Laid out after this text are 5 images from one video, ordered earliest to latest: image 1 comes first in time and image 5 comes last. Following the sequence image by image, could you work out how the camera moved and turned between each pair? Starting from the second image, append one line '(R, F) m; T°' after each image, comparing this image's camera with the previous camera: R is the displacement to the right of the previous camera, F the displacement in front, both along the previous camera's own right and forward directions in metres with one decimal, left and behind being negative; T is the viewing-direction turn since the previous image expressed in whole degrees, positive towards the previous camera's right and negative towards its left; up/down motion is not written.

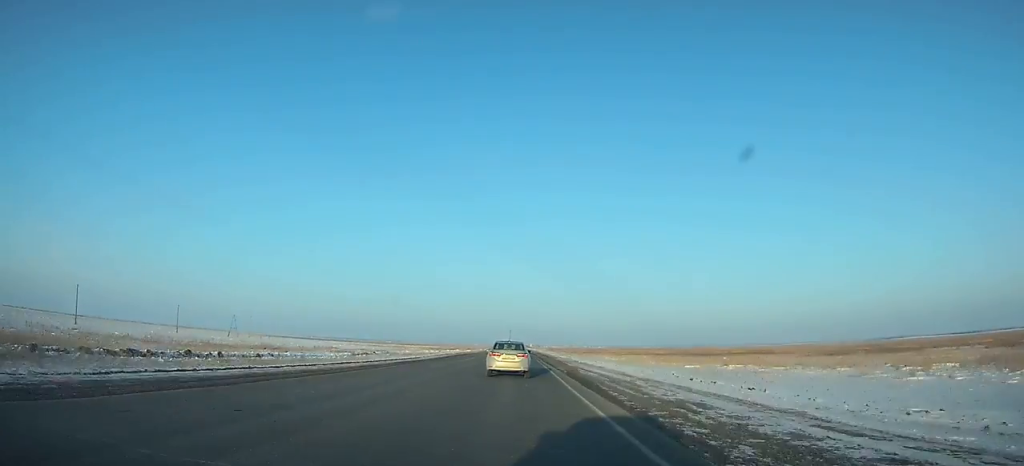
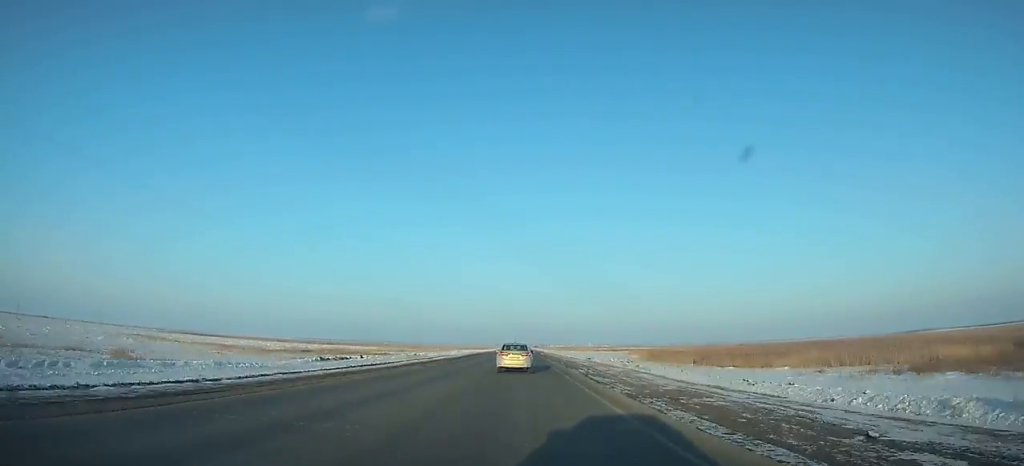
(-1.3, +326.4) m; 0°
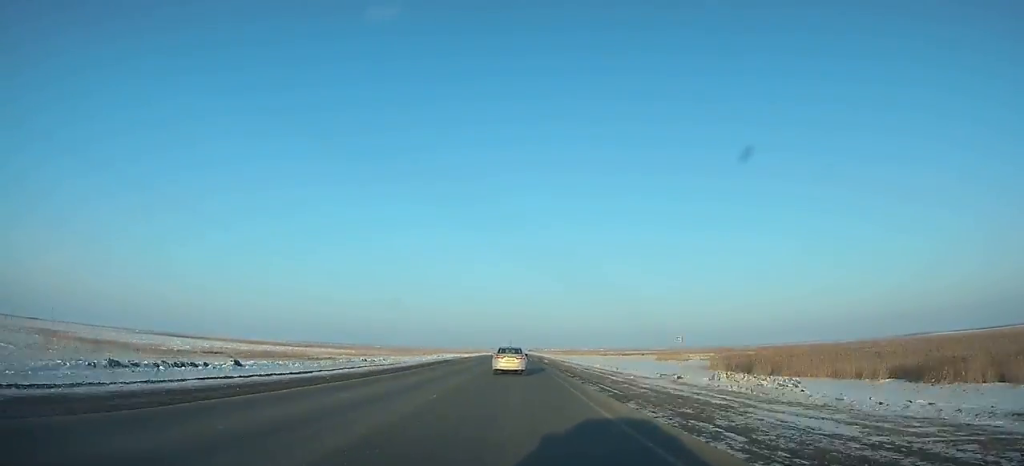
(+0.3, +41.0) m; 0°
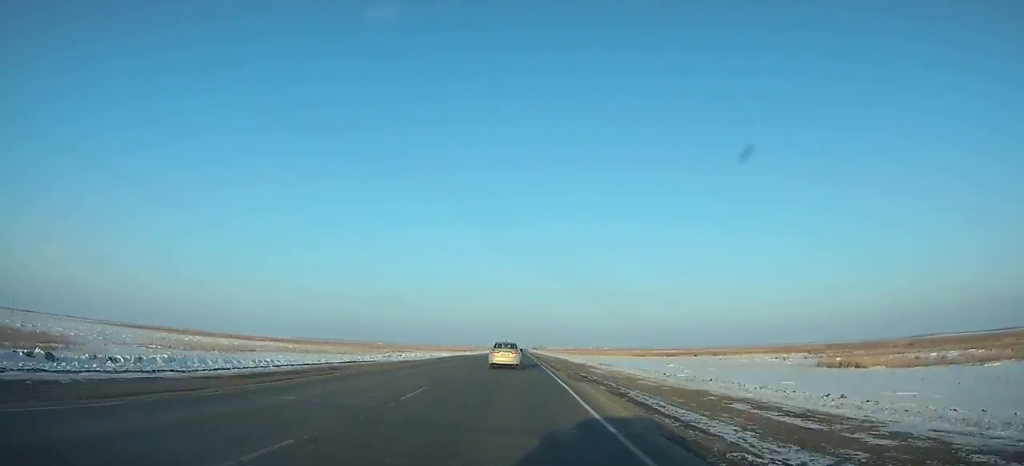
(-0.1, +70.3) m; 0°
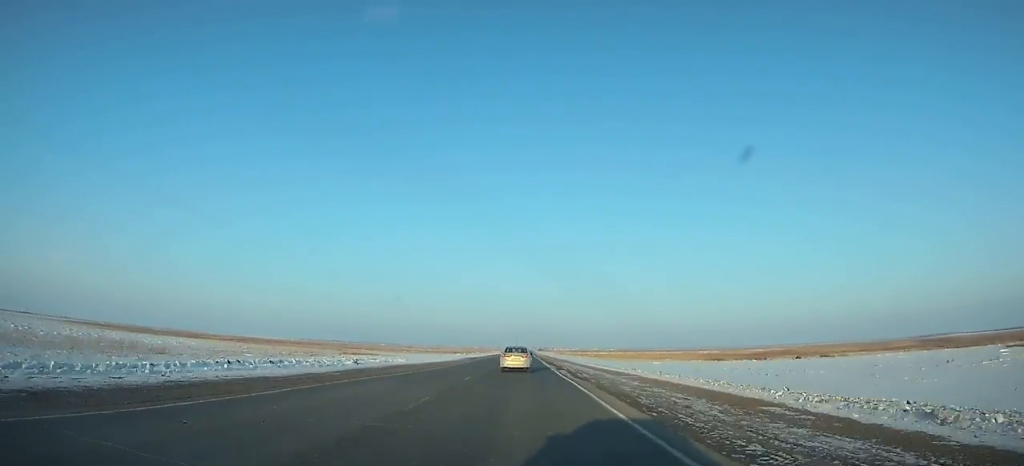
(-0.1, +63.2) m; 0°
